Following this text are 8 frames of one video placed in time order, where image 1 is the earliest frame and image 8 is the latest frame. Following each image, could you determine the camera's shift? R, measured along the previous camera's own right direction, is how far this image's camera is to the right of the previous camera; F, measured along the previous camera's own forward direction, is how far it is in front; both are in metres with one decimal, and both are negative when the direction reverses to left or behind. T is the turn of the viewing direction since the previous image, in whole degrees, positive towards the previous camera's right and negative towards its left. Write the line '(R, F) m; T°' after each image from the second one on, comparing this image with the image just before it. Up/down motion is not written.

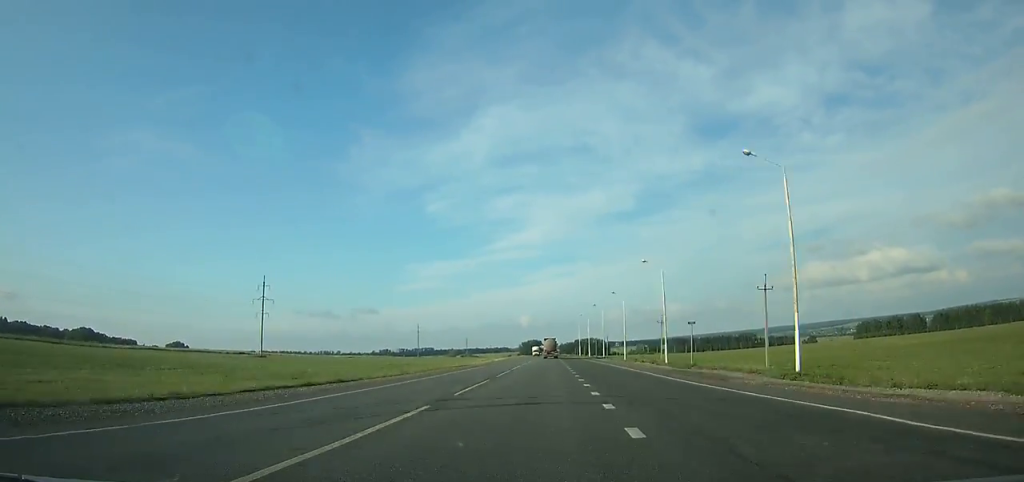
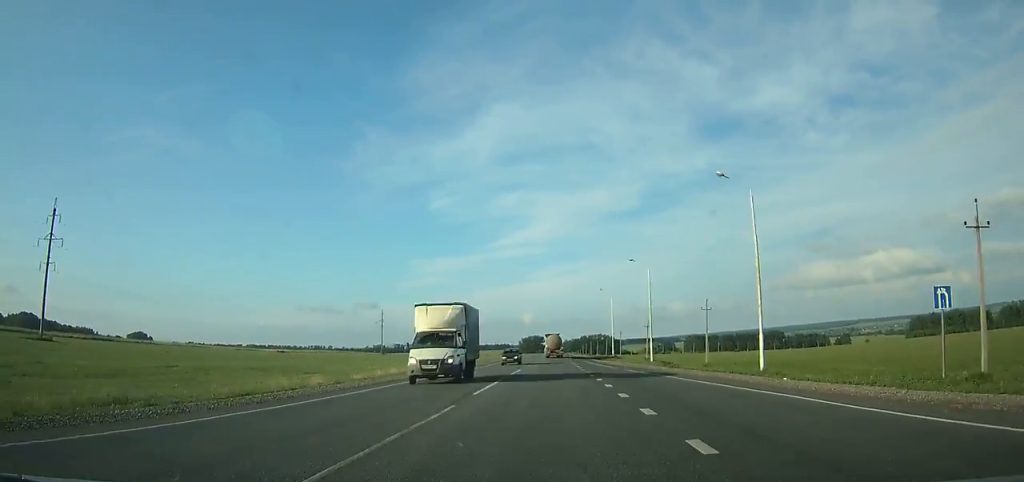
(-0.2, +83.7) m; 0°
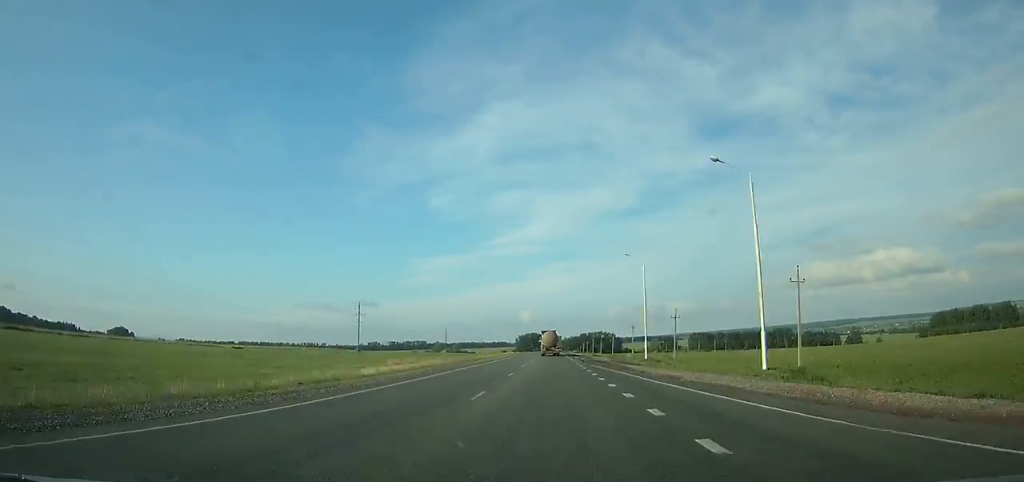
(0.0, +32.6) m; 0°
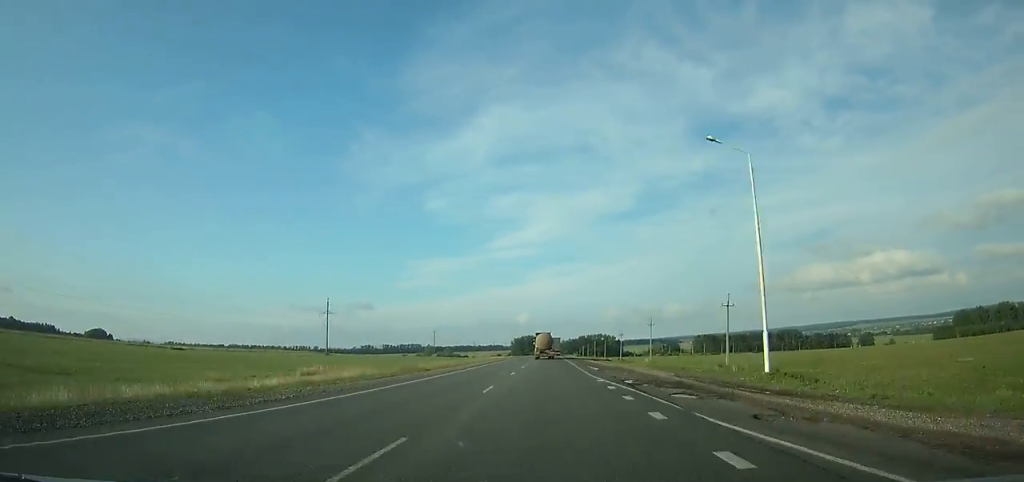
(0.0, +32.5) m; 0°
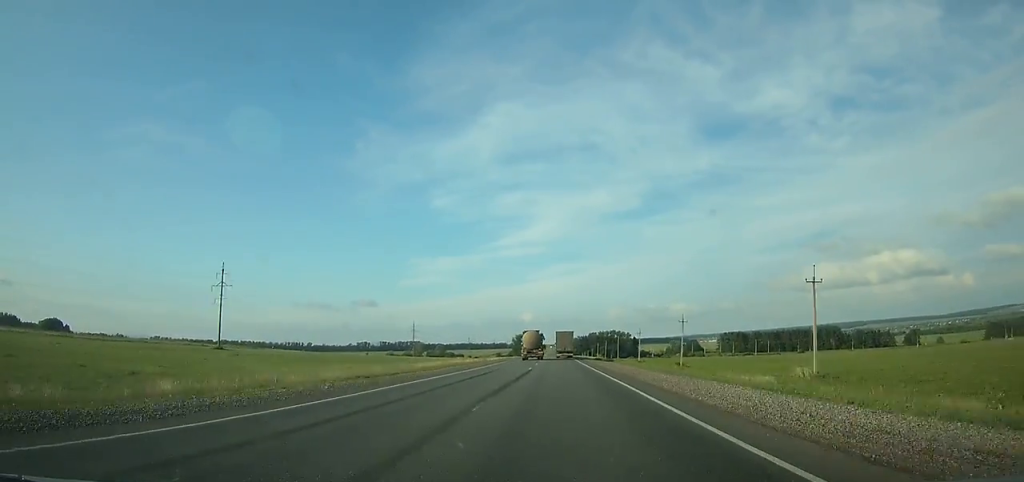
(-0.1, +76.9) m; 0°
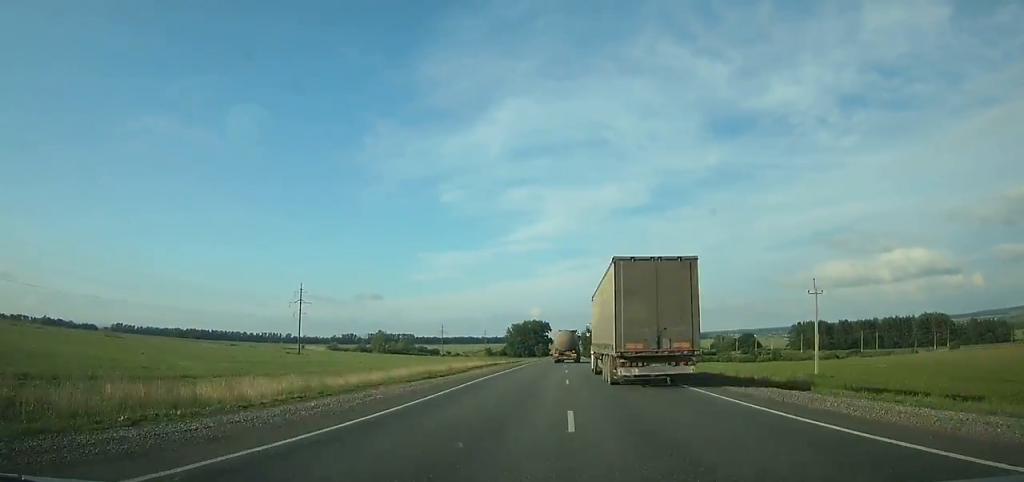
(-0.5, +160.5) m; 0°
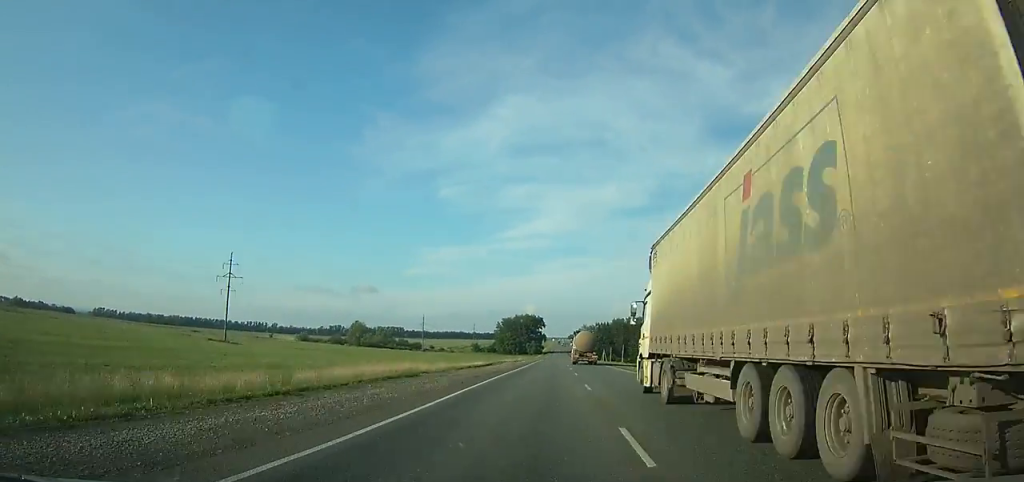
(0.0, +38.5) m; +1°
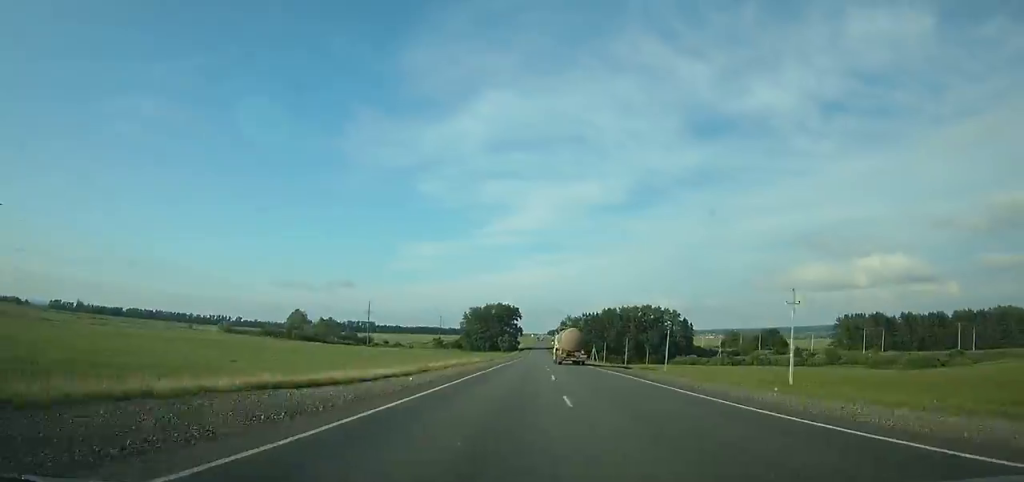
(+0.6, +64.5) m; +1°
